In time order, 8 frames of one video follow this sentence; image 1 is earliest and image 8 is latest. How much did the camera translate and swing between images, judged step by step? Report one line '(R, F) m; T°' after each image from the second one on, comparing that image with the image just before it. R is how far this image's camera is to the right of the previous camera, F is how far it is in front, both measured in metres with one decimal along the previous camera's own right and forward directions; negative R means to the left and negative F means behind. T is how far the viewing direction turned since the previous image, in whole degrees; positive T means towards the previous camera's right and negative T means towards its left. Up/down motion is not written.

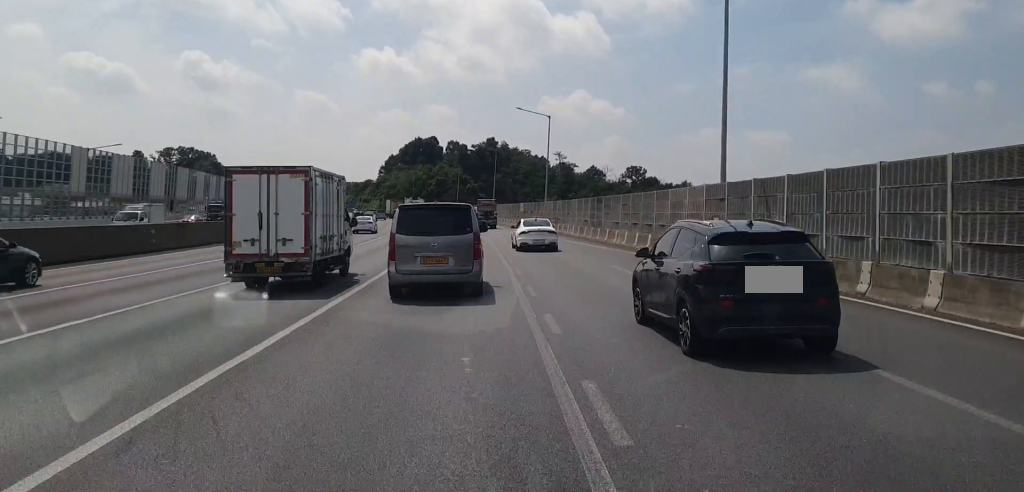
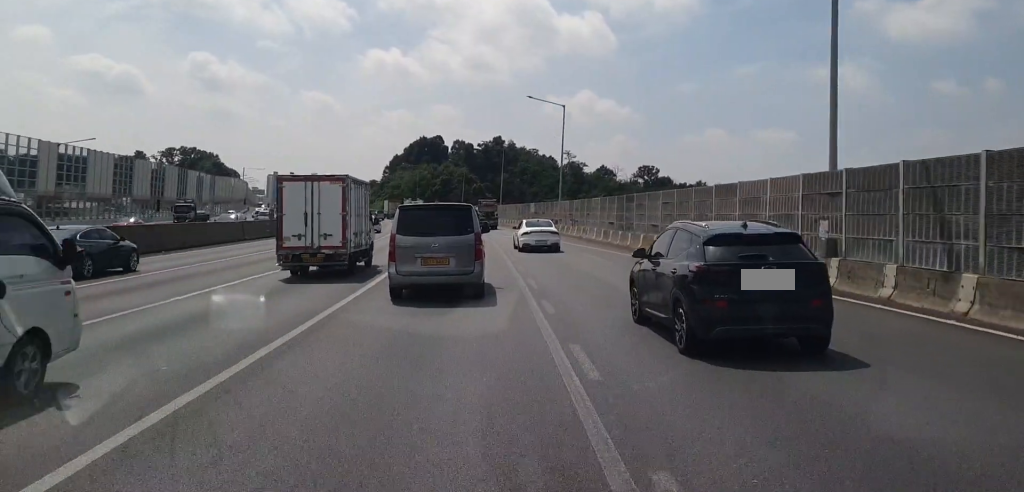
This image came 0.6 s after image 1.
(+0.1, +7.9) m; 0°
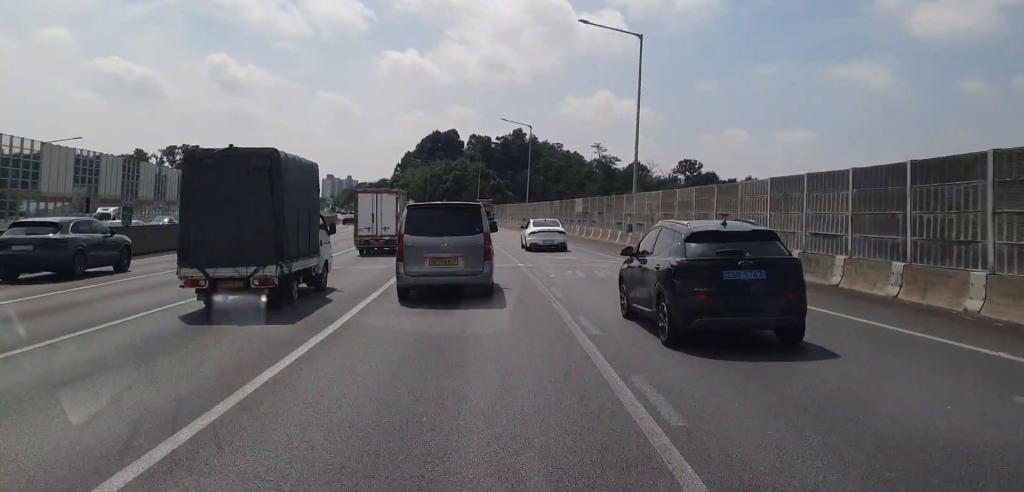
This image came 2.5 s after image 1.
(0.0, +27.3) m; -1°
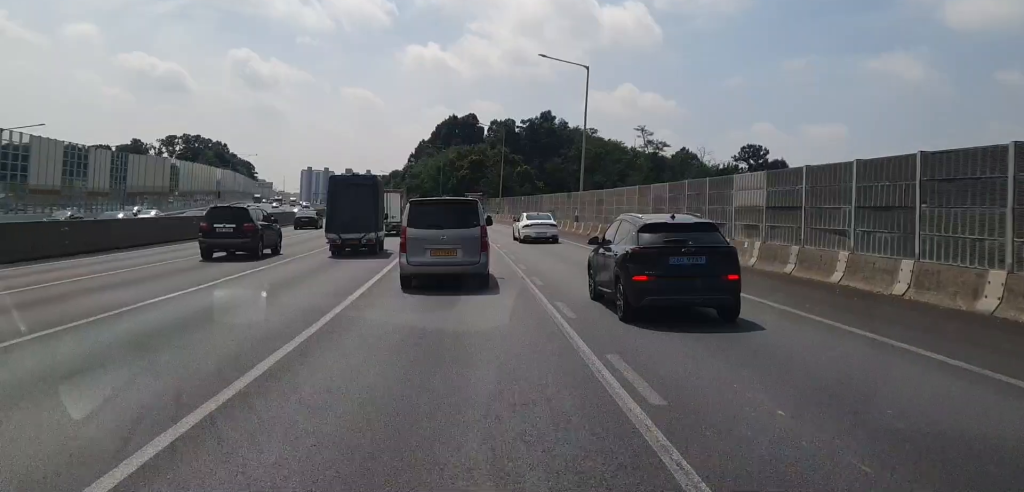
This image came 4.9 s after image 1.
(-0.2, +33.2) m; -1°
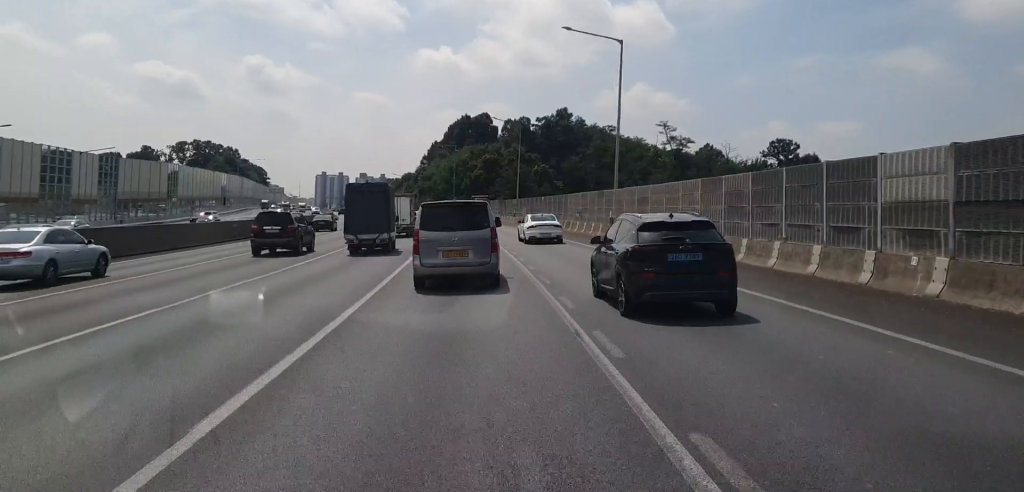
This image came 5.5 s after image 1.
(-0.2, +8.2) m; -2°
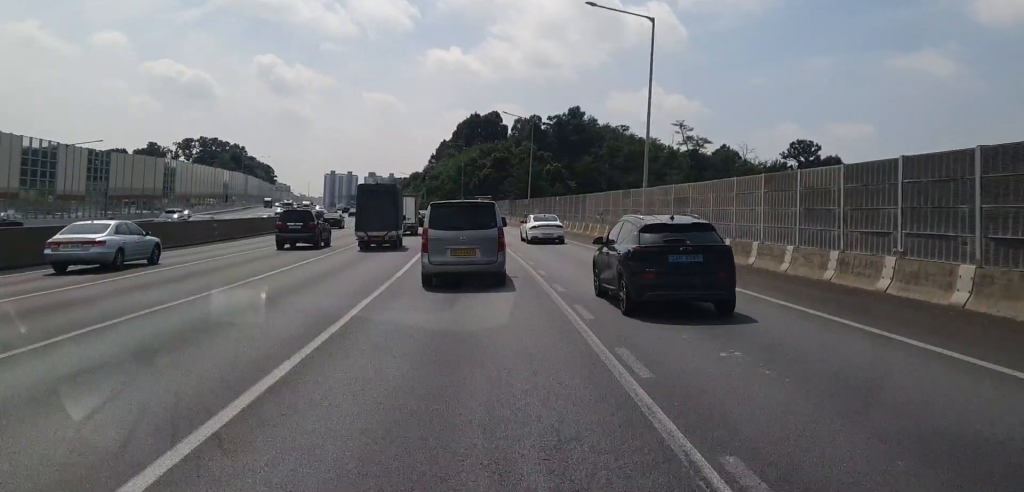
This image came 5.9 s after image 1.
(0.0, +5.5) m; 0°
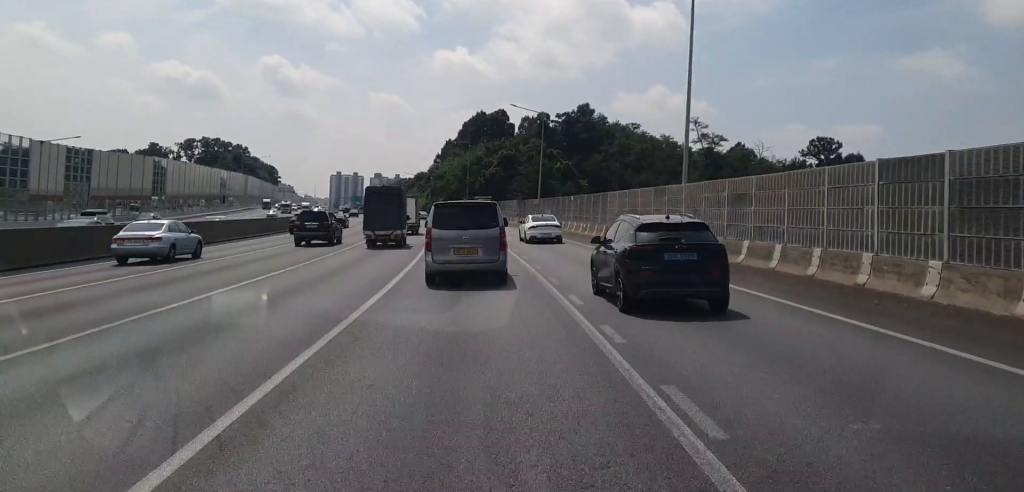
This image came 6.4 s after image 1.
(0.0, +6.4) m; 0°
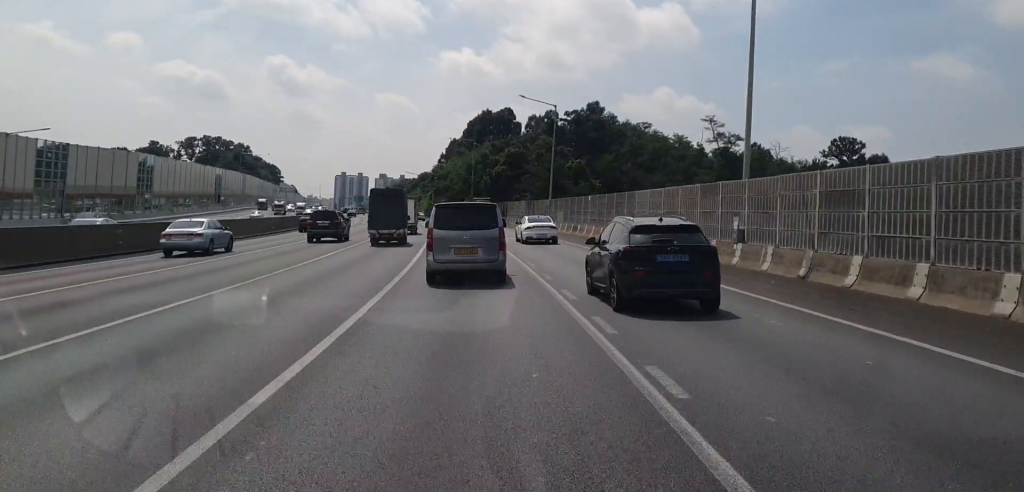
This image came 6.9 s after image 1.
(0.0, +7.0) m; -1°
